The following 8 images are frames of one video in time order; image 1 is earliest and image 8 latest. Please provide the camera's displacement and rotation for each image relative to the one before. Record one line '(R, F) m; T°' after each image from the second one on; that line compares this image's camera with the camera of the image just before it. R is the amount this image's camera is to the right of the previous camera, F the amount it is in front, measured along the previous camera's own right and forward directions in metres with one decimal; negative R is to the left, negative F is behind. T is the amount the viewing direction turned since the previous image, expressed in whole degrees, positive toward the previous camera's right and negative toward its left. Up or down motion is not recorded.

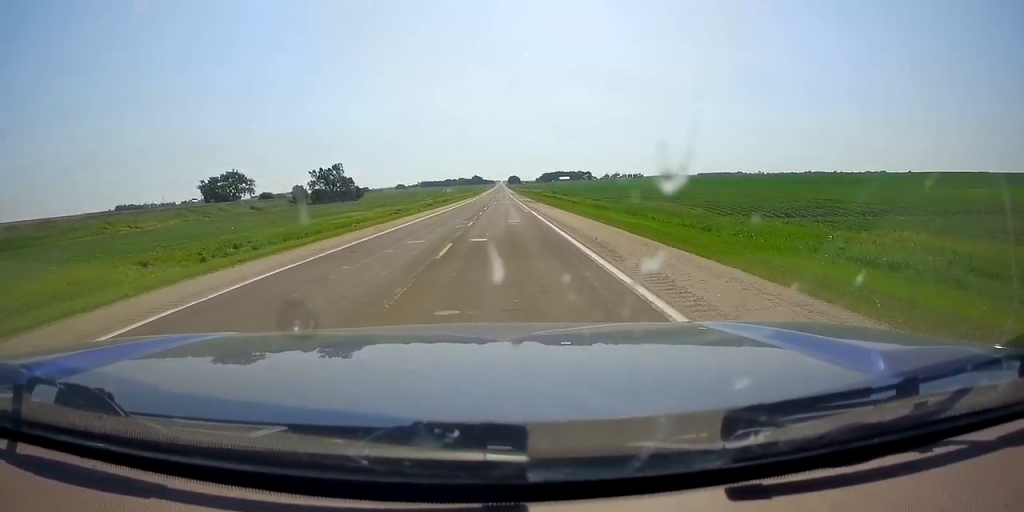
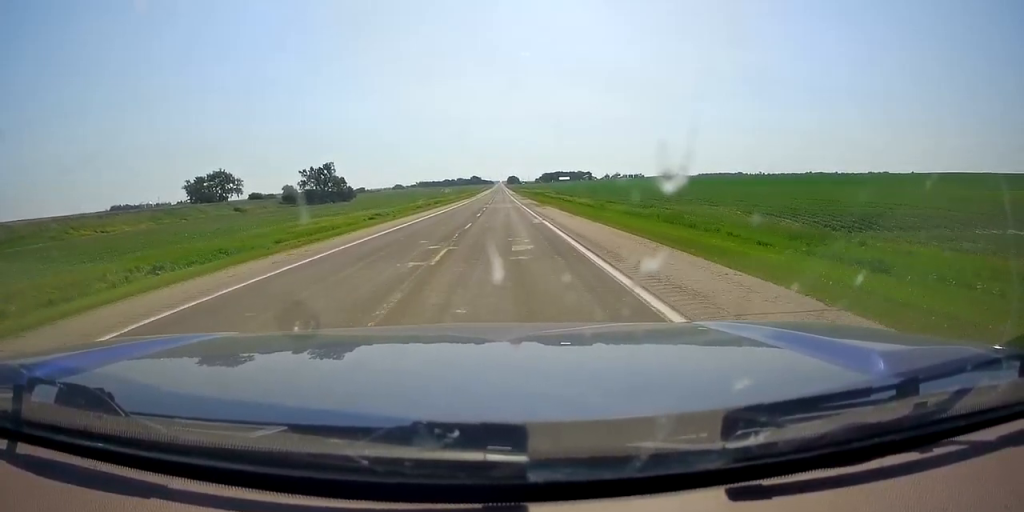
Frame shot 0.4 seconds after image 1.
(0.0, +13.4) m; 0°
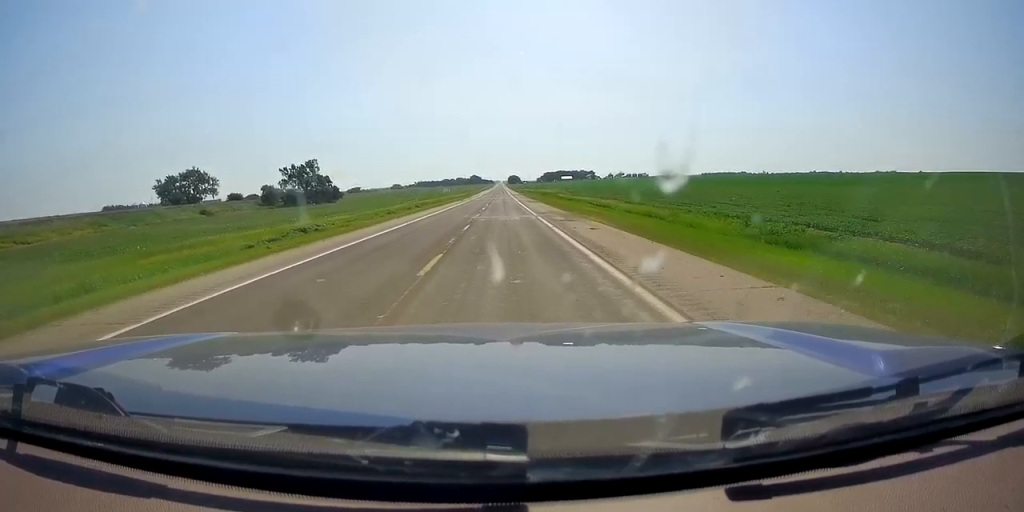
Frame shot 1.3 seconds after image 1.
(0.0, +26.1) m; 0°
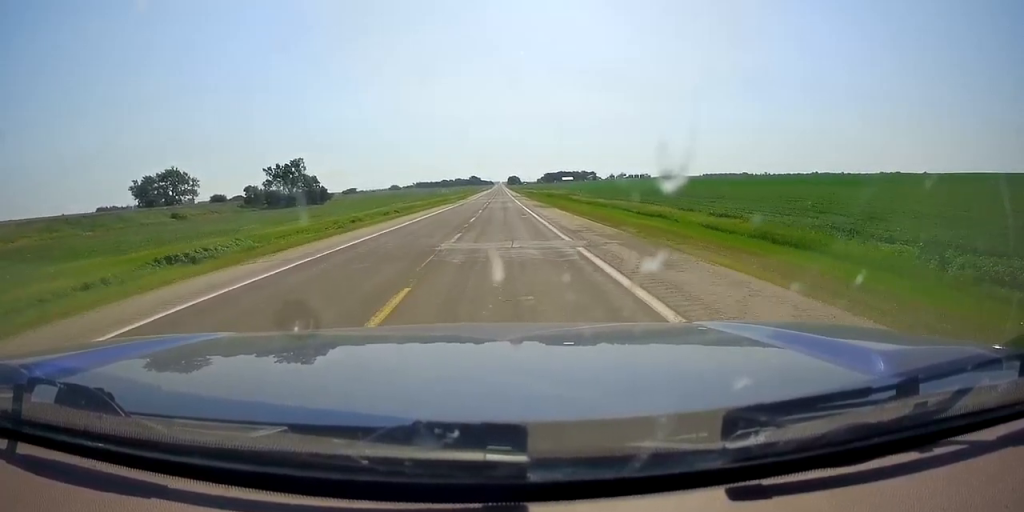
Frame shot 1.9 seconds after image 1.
(0.0, +17.4) m; 0°
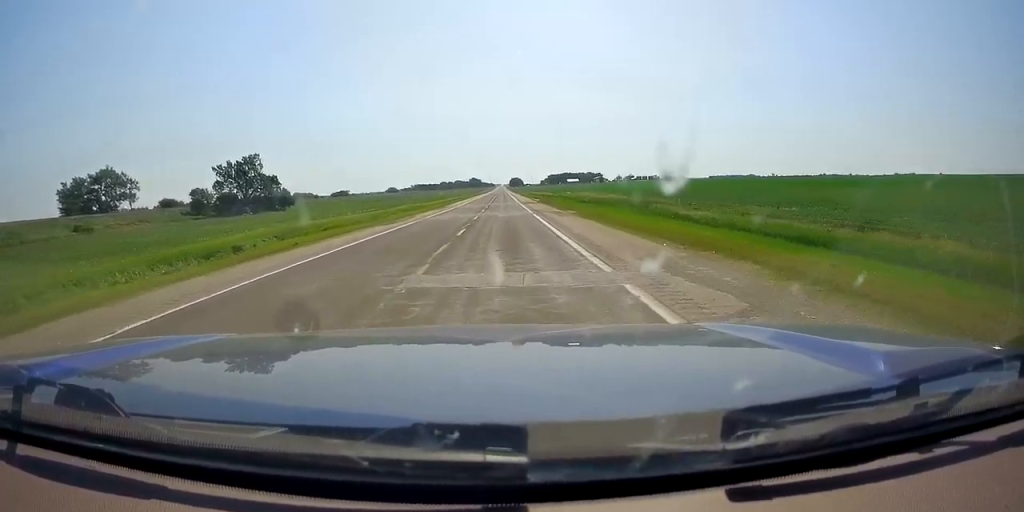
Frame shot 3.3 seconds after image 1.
(0.0, +45.5) m; 0°
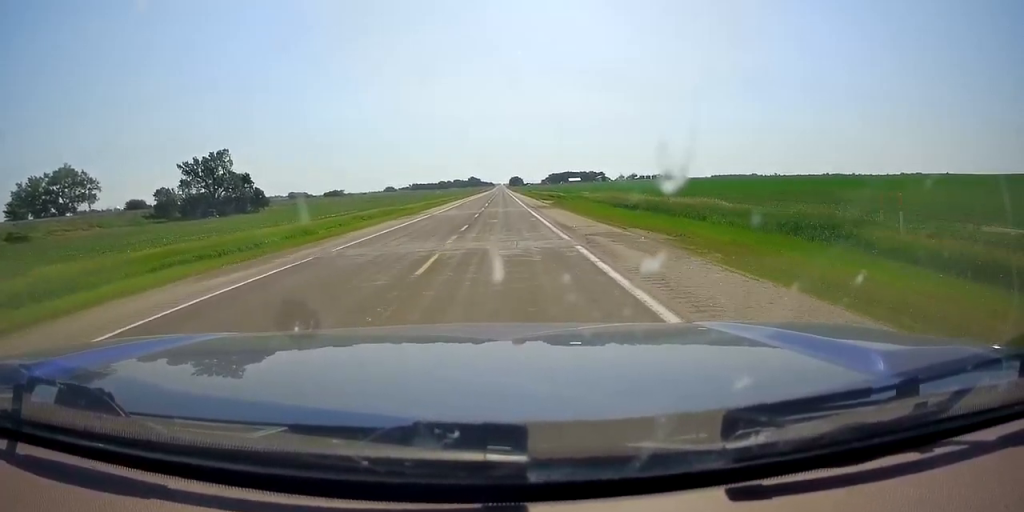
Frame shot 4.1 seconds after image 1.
(0.0, +22.5) m; 0°
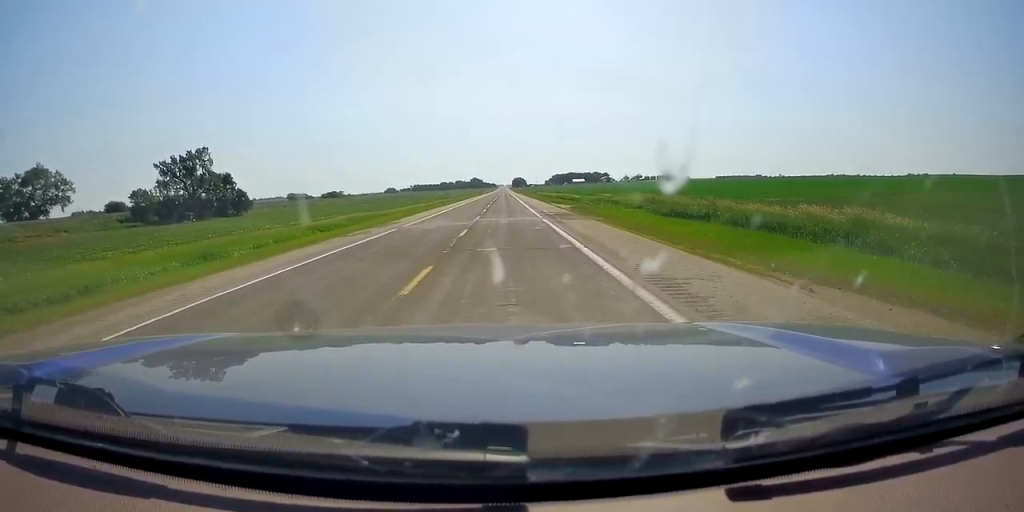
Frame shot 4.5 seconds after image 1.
(0.0, +14.3) m; 0°
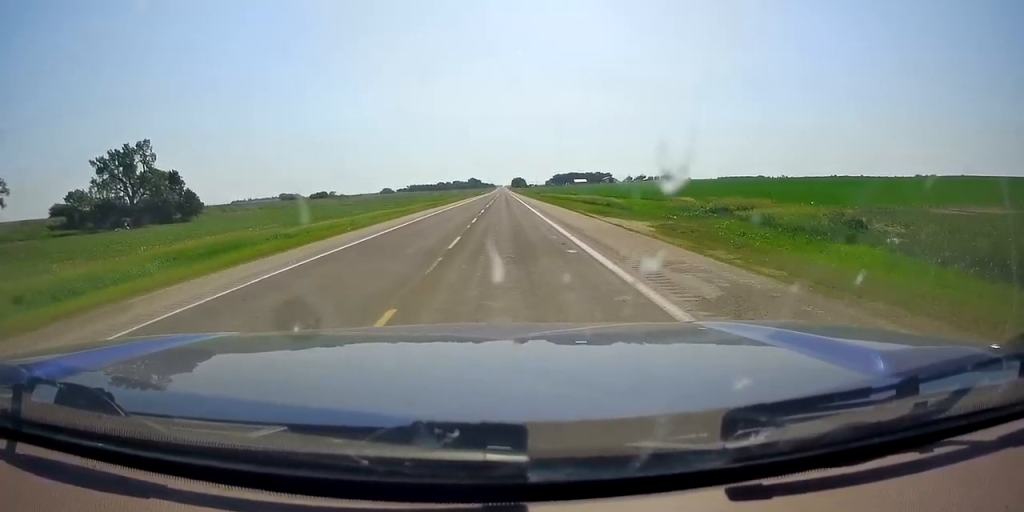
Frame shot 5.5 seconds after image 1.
(0.0, +28.8) m; 0°
